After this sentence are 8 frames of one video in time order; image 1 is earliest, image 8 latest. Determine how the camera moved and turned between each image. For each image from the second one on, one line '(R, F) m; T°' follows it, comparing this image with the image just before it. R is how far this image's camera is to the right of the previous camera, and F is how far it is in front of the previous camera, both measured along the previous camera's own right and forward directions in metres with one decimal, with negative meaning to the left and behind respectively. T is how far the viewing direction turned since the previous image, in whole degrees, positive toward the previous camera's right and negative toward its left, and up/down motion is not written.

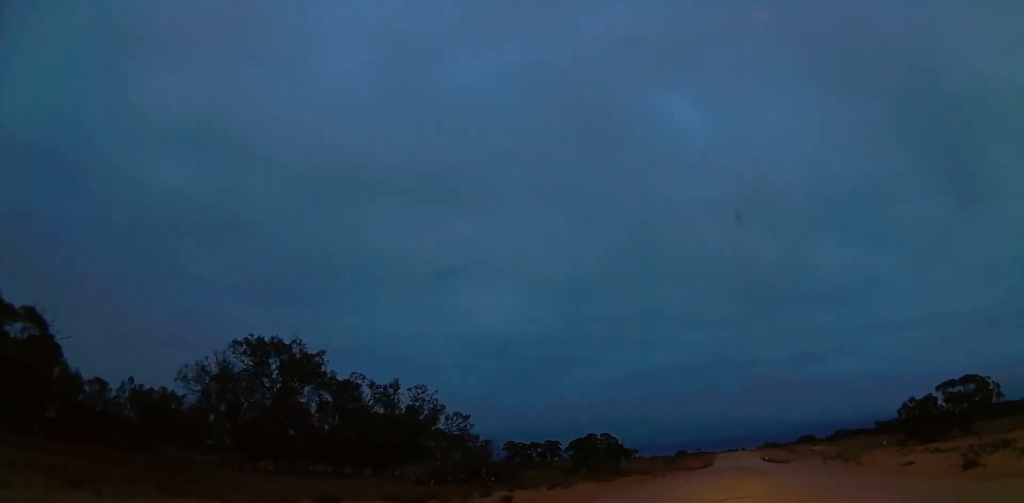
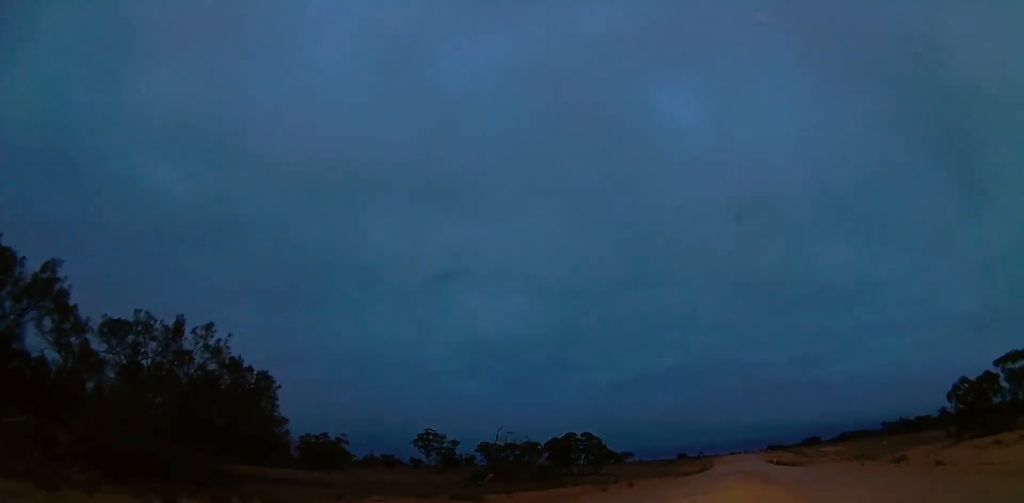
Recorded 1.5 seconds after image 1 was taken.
(-0.2, +27.9) m; -1°
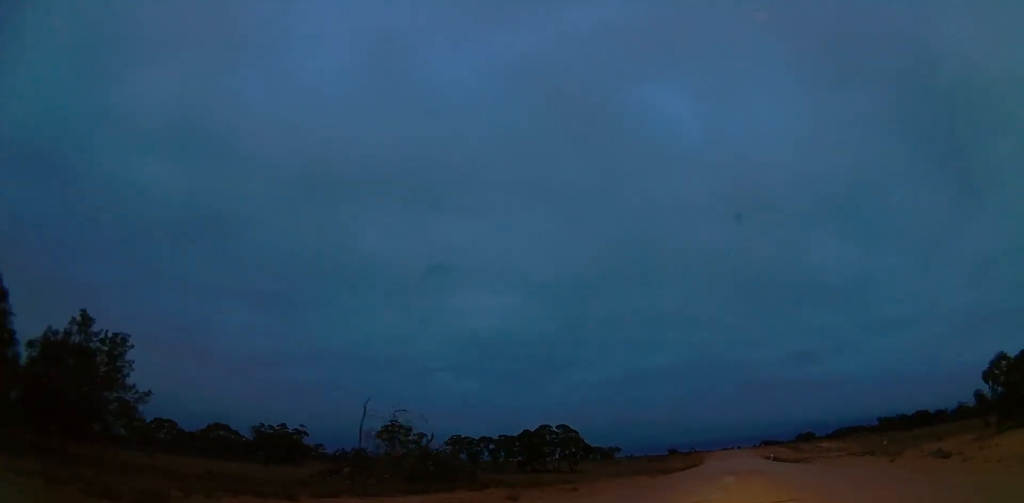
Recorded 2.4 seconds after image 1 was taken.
(-0.2, +16.6) m; -1°
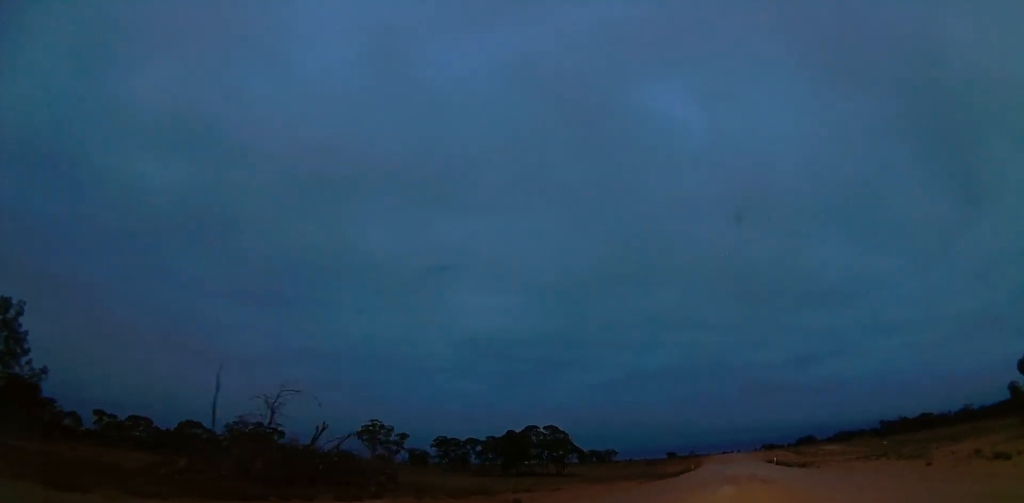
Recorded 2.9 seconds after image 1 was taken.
(0.0, +10.3) m; 0°
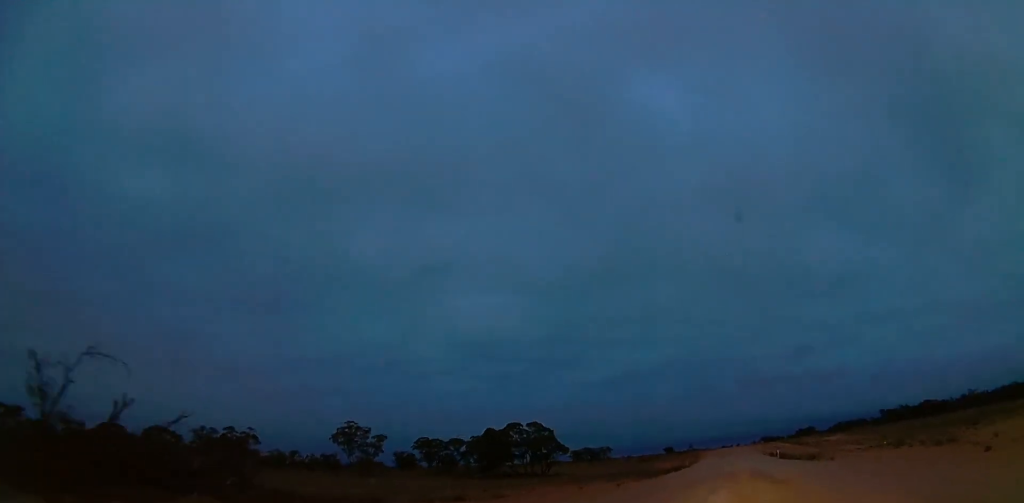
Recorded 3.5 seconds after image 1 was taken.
(-0.1, +10.8) m; +1°
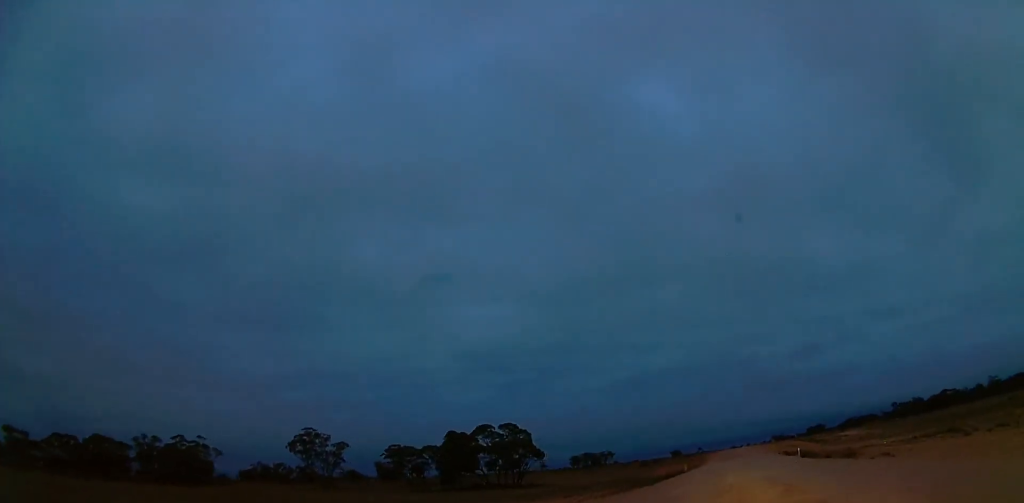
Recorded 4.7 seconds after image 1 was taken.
(+0.6, +21.4) m; +2°
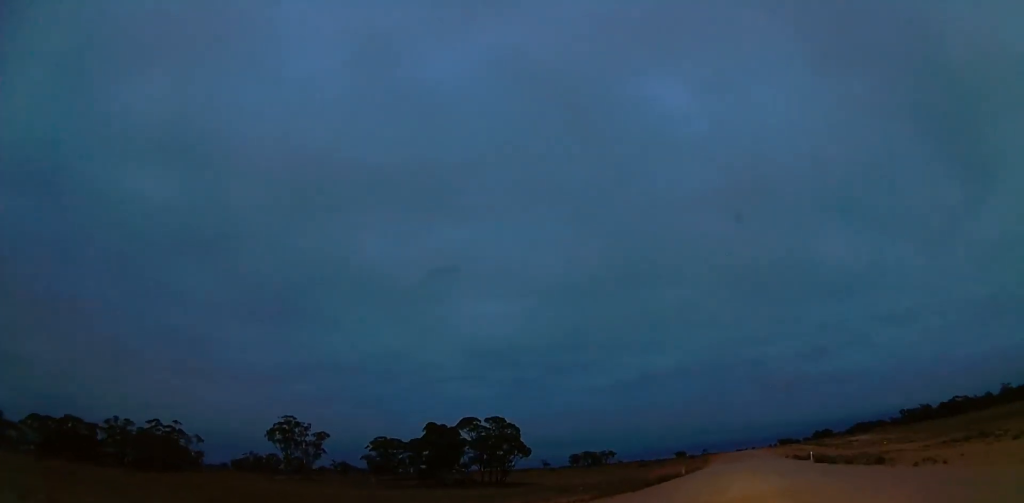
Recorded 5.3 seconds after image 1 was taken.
(0.0, +9.4) m; 0°
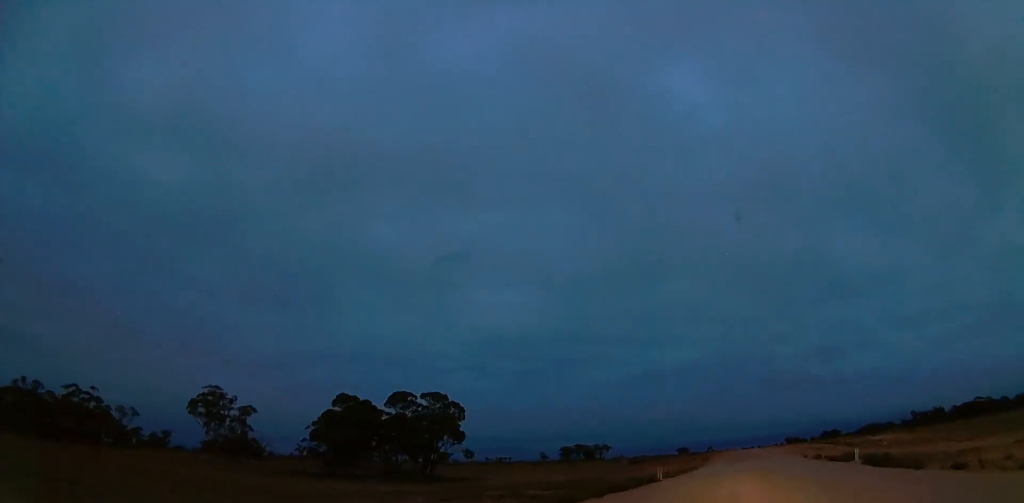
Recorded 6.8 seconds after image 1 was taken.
(-0.1, +25.5) m; -3°
